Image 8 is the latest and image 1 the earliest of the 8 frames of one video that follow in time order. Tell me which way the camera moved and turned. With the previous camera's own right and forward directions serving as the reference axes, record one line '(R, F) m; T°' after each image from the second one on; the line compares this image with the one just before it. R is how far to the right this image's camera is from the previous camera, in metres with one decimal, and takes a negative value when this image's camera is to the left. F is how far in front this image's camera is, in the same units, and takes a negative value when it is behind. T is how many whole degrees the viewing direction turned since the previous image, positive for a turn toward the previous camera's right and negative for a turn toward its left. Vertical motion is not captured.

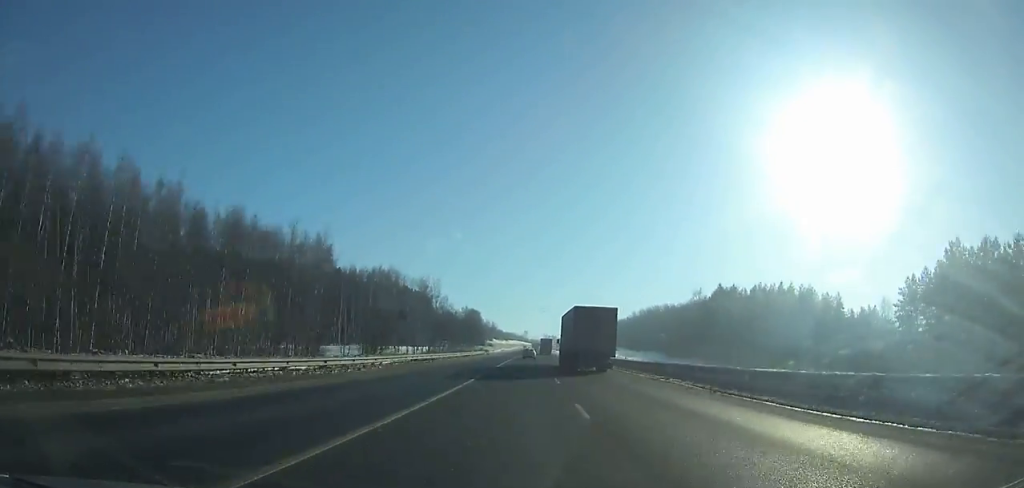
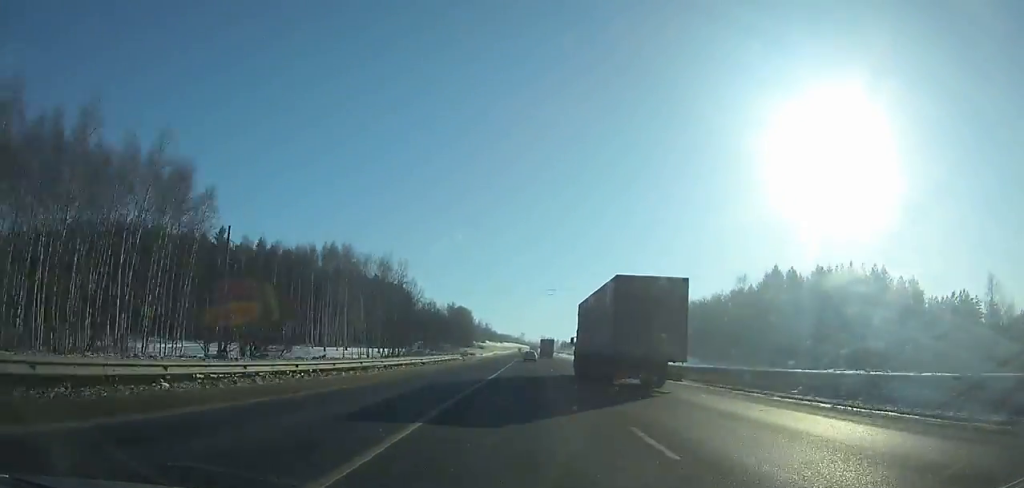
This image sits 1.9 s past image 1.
(+0.2, +39.8) m; 0°
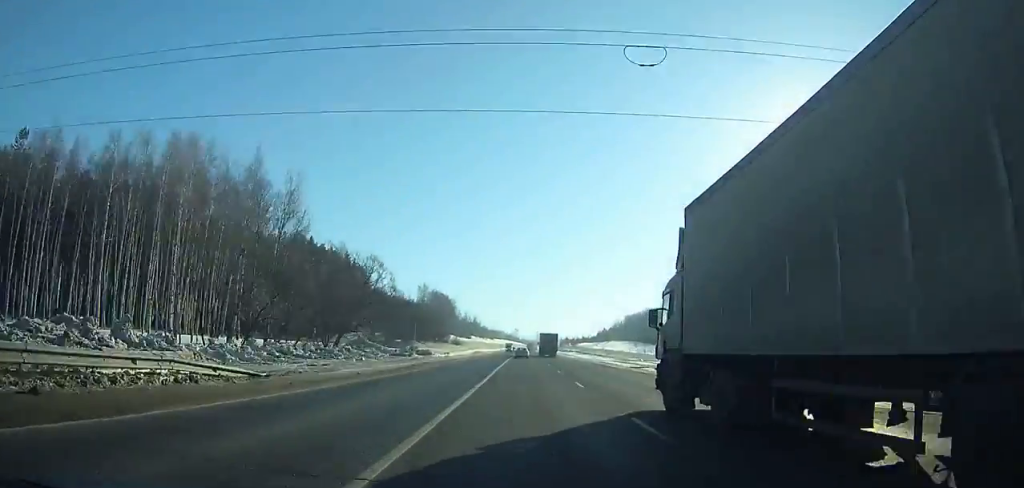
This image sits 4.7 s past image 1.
(+0.2, +59.5) m; 0°
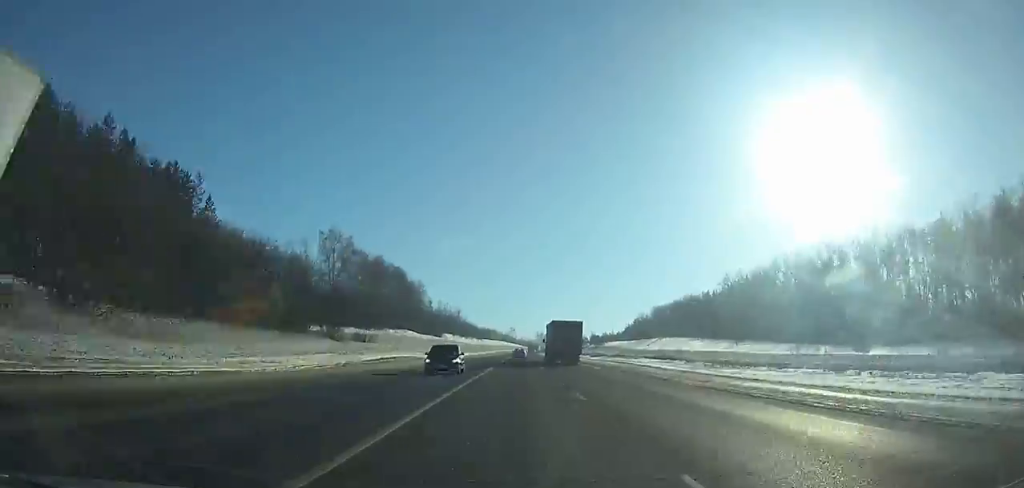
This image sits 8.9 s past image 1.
(0.0, +90.8) m; 0°
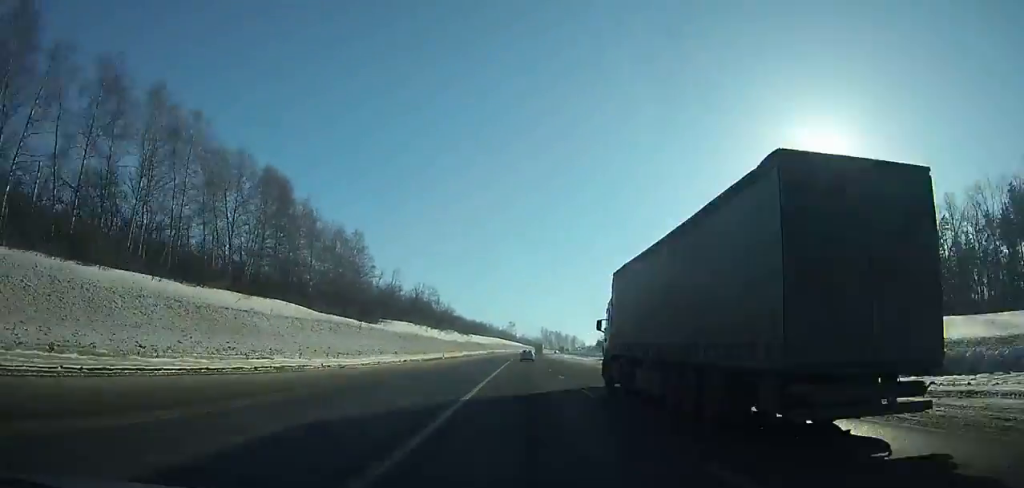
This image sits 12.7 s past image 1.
(+0.1, +83.5) m; 0°
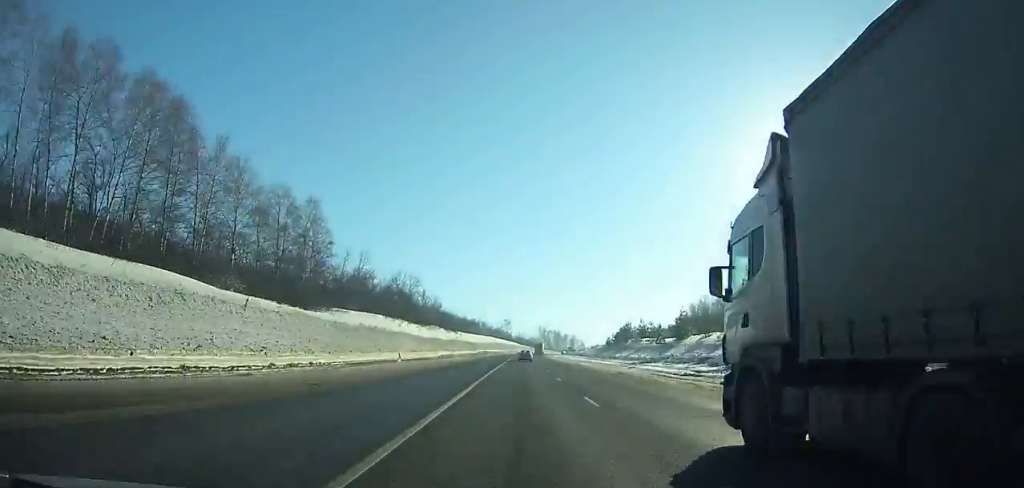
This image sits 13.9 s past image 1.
(+0.2, +26.4) m; 0°
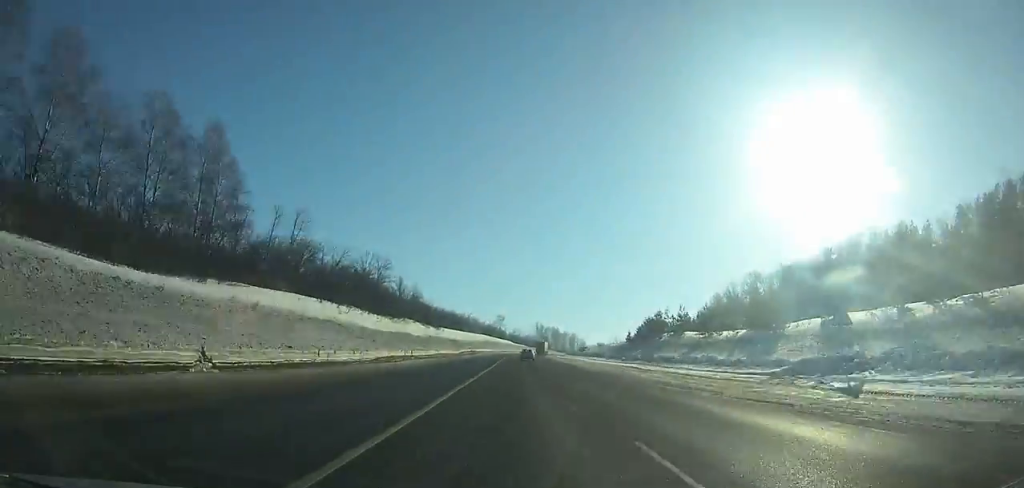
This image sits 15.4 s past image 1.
(0.0, +32.9) m; 0°
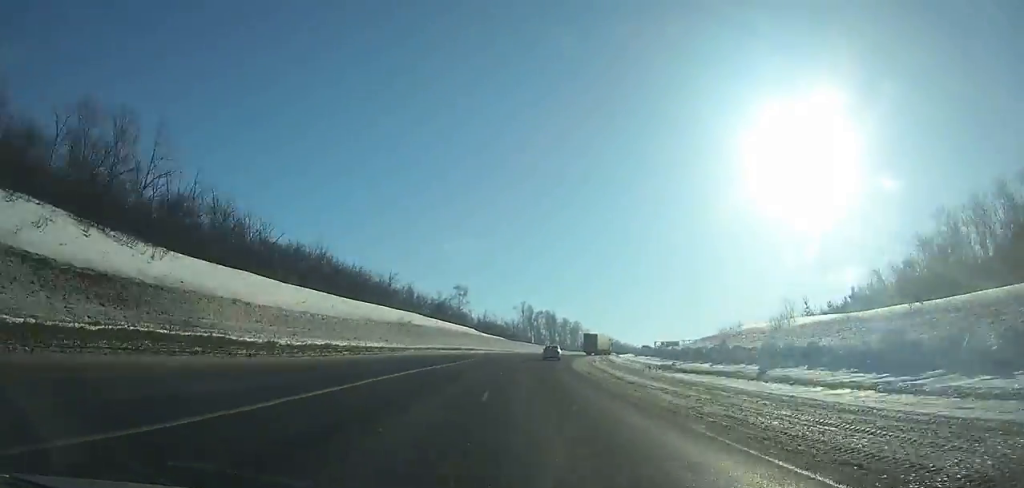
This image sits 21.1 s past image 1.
(+2.1, +117.5) m; +4°
